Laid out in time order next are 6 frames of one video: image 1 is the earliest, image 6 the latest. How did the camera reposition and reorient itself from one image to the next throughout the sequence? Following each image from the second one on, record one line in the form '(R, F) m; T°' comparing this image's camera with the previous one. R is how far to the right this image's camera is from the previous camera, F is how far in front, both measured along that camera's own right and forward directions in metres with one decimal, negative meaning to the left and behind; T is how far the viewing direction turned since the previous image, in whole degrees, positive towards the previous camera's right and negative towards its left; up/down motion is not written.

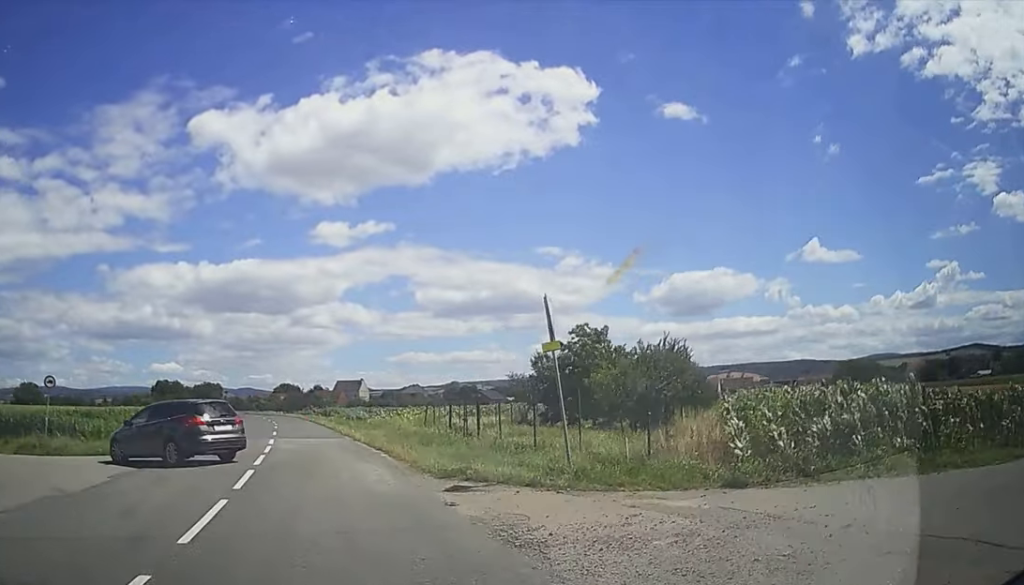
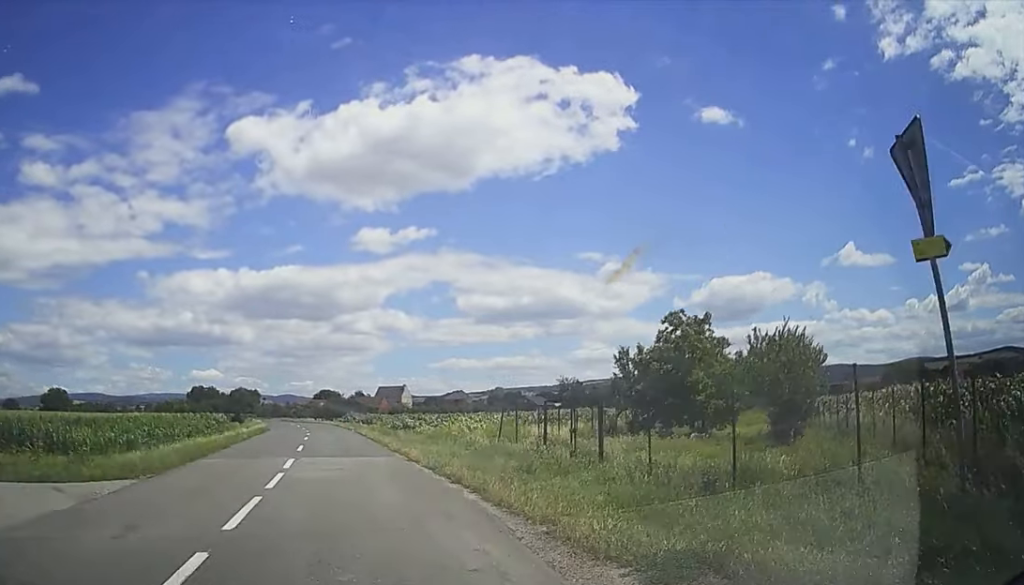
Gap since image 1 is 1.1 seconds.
(-1.8, +7.4) m; -12°
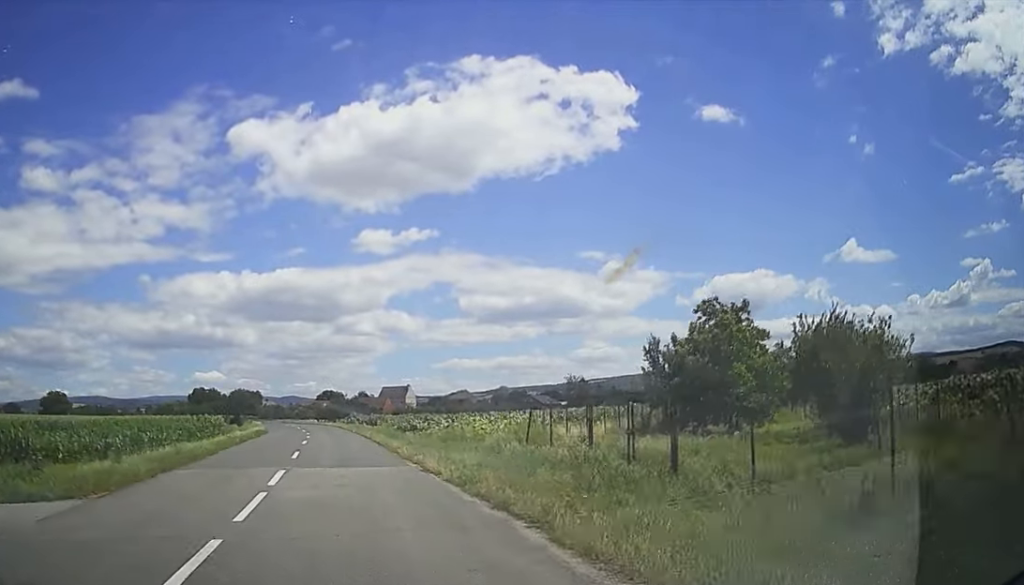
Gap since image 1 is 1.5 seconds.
(0.0, +3.3) m; +2°
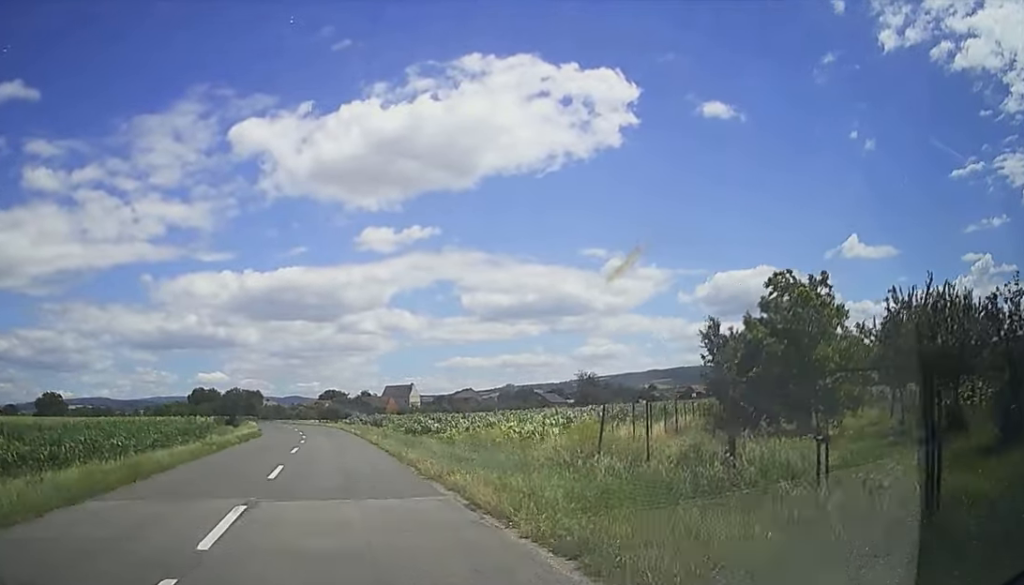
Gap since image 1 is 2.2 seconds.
(+0.2, +5.8) m; 0°
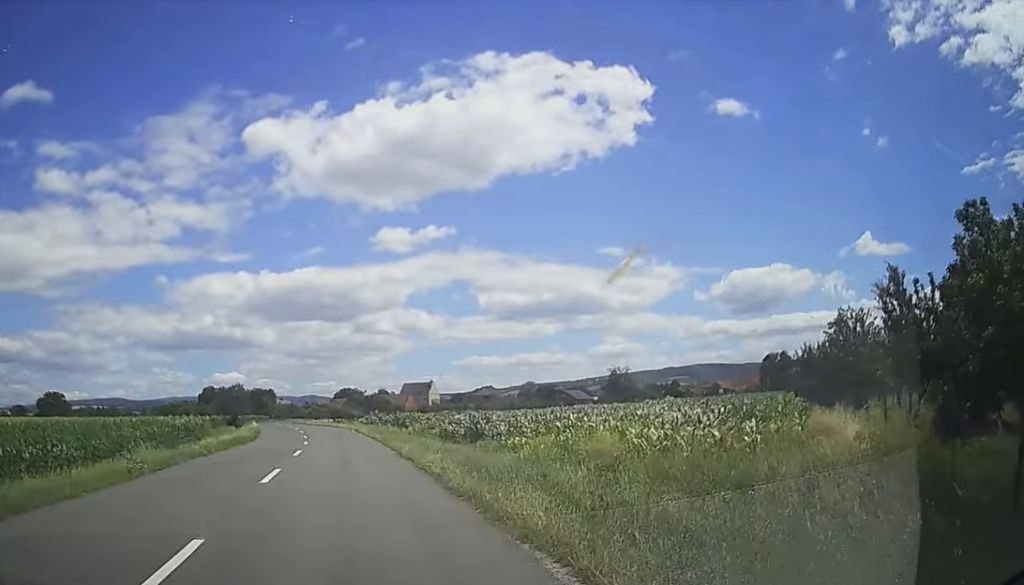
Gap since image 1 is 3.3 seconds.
(-0.2, +10.2) m; -5°
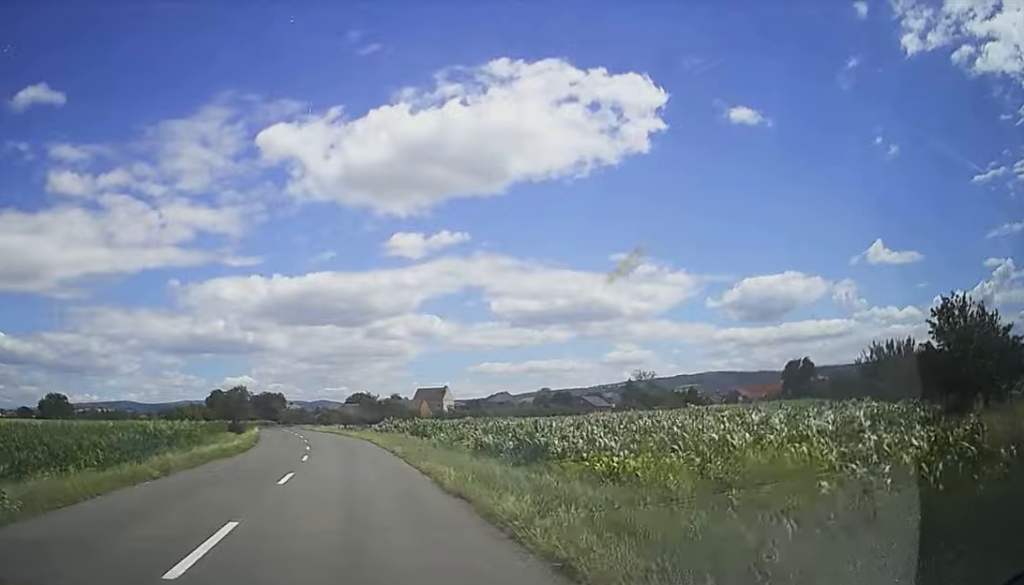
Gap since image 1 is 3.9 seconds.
(-0.9, +6.7) m; -1°
